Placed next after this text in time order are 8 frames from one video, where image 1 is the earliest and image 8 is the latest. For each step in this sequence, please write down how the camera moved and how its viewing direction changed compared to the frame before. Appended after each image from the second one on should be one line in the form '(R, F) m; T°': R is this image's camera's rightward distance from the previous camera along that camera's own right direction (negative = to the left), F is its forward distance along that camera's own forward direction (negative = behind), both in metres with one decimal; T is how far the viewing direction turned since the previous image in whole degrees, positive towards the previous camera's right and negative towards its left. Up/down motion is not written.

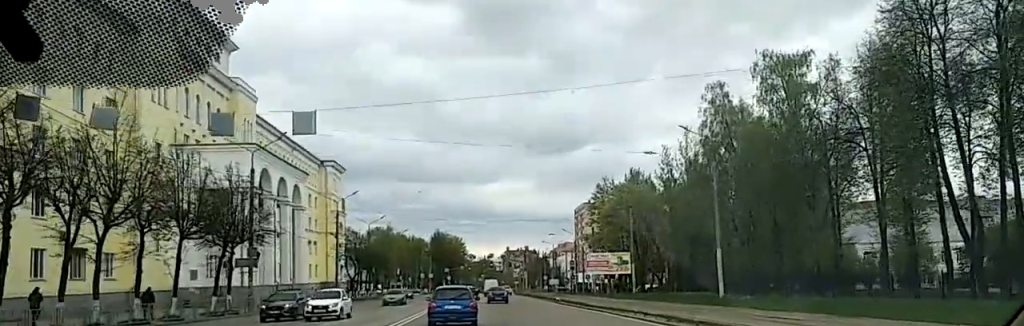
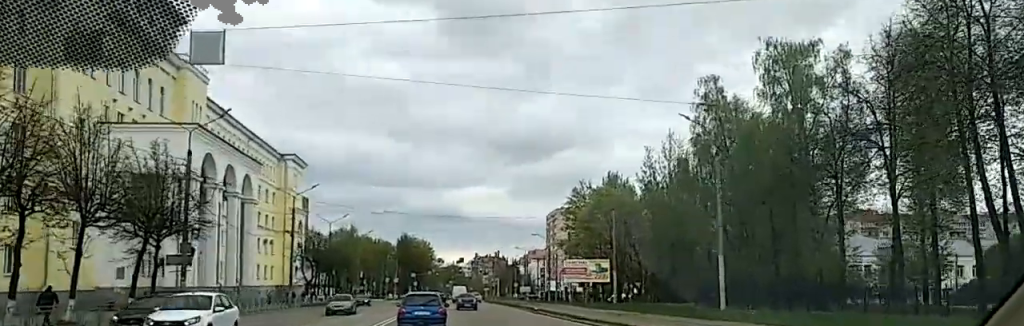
(0.0, +7.5) m; 0°
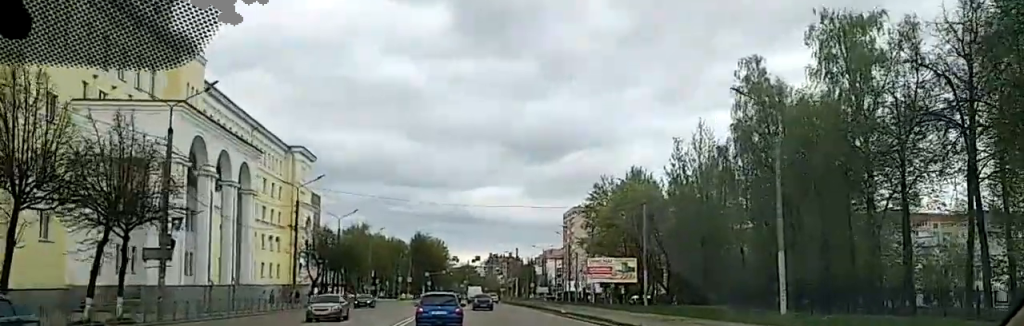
(0.0, +6.9) m; 0°
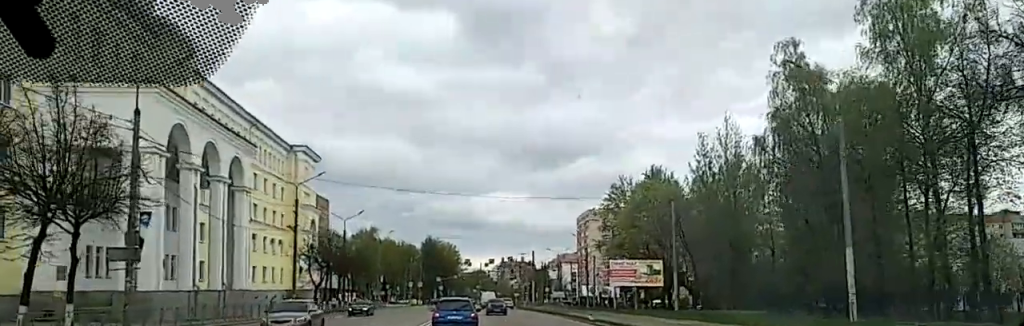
(0.0, +6.3) m; 0°
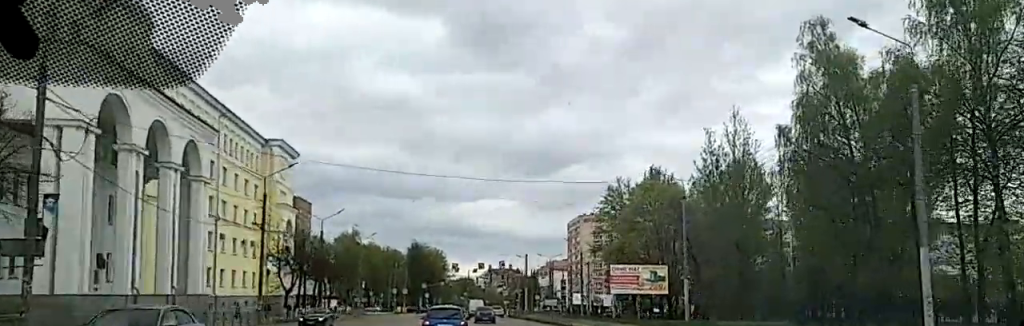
(0.0, +7.5) m; +1°
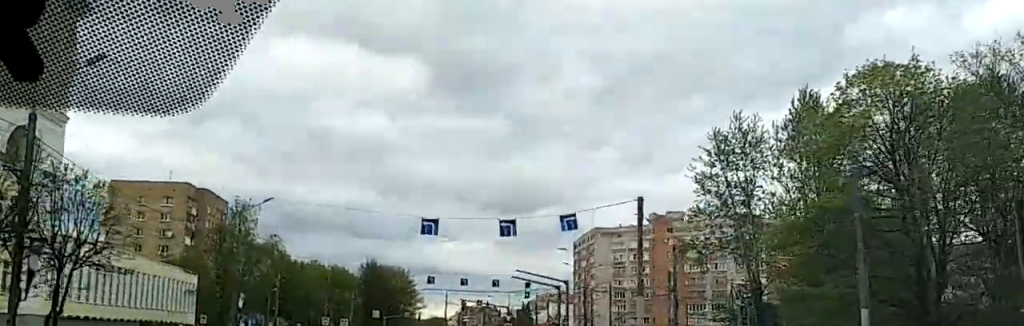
(+0.2, +59.8) m; +2°
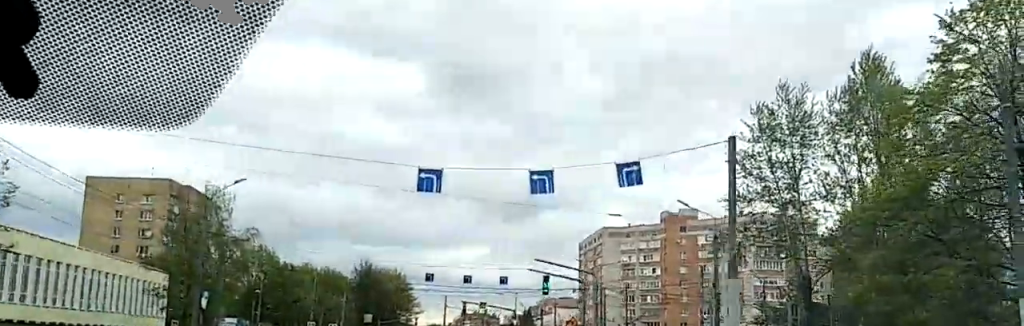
(+0.3, +9.2) m; -1°
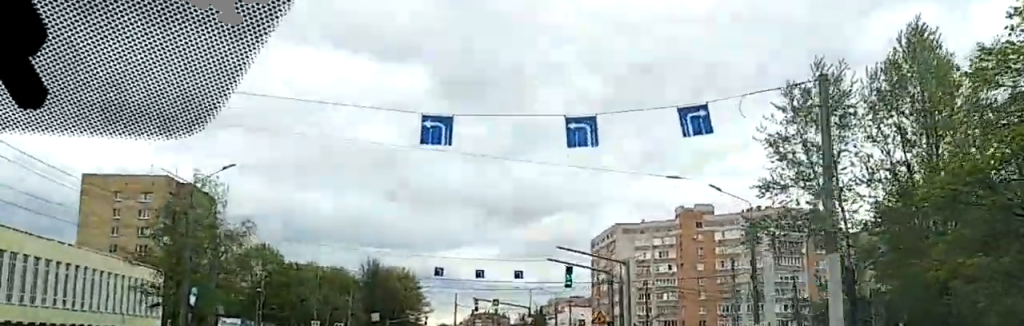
(-0.2, +4.7) m; -1°
